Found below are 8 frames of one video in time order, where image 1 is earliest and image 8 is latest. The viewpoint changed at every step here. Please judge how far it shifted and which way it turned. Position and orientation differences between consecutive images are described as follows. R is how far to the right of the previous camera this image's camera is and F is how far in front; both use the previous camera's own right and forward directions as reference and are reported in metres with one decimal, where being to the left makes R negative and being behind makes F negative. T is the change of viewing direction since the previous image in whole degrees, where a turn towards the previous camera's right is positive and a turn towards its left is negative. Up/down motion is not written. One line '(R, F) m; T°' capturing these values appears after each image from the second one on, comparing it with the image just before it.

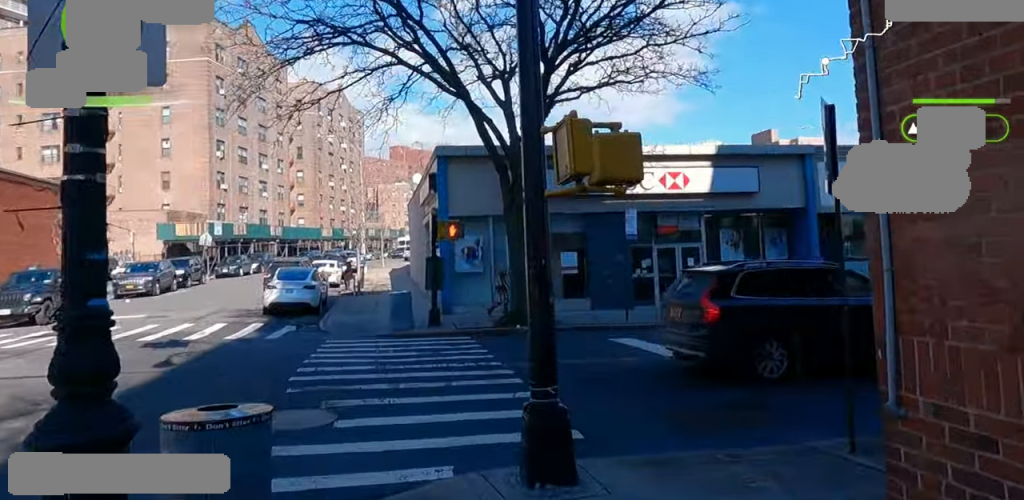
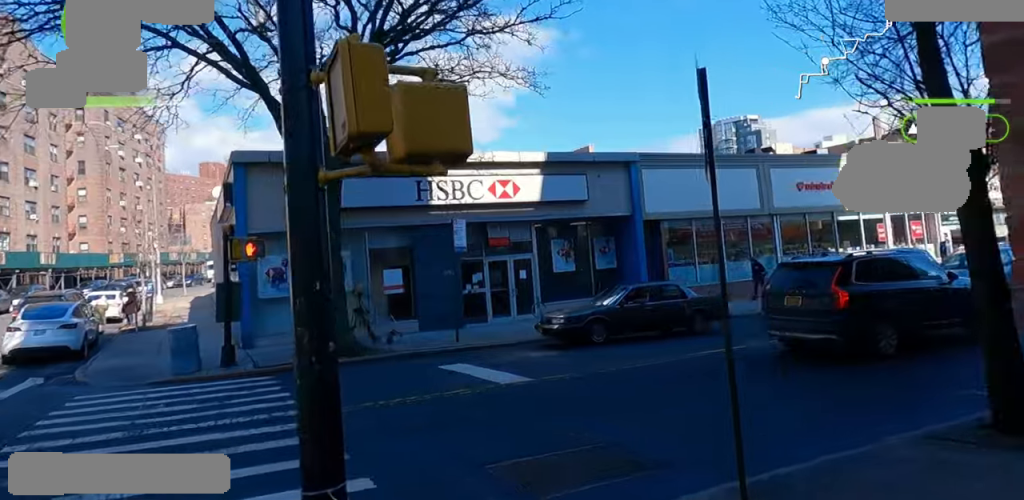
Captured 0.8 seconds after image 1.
(+0.3, +2.7) m; +15°
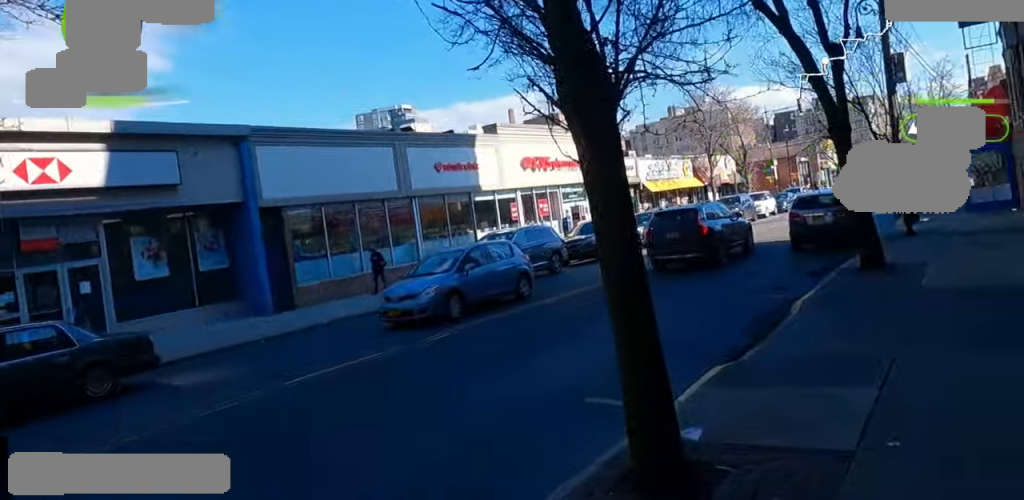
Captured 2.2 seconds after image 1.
(+0.1, +6.2) m; -2°
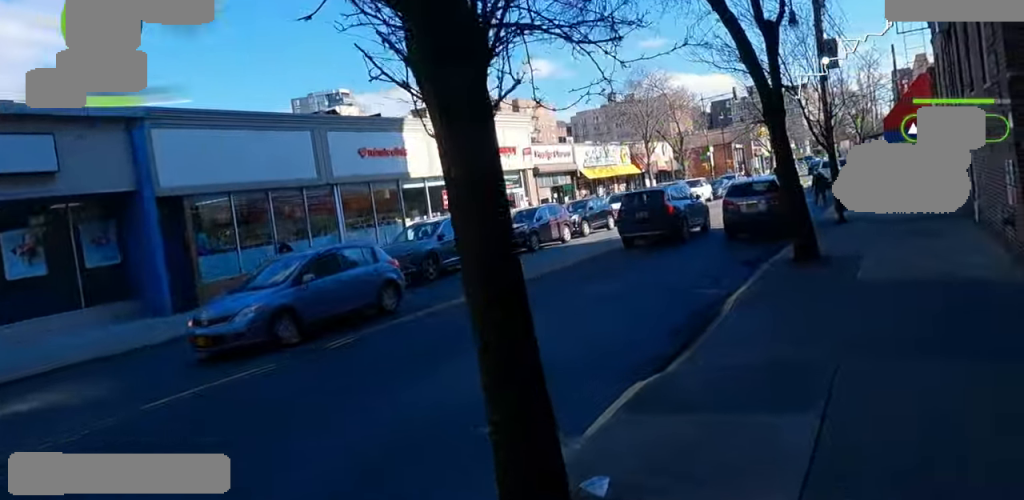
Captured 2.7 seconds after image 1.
(-0.3, +1.9) m; 0°
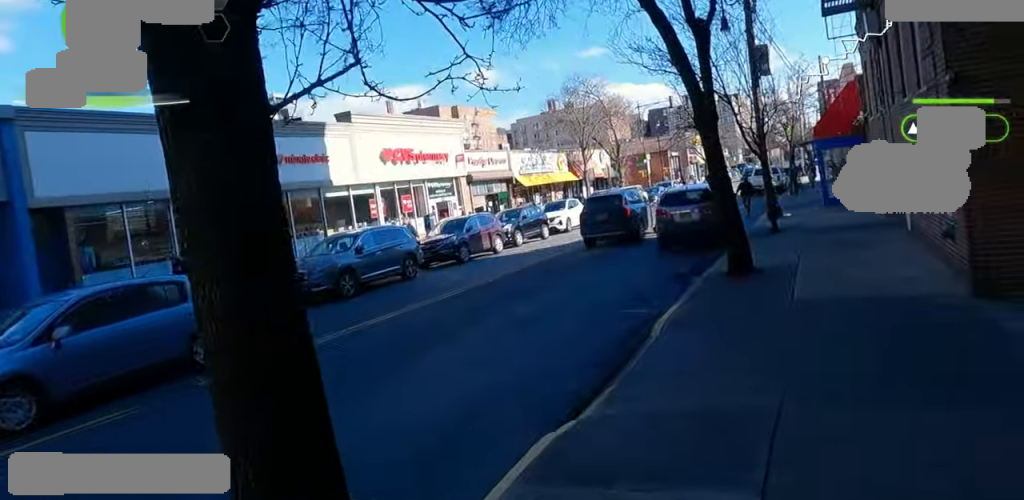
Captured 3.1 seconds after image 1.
(+0.2, +1.8) m; +7°
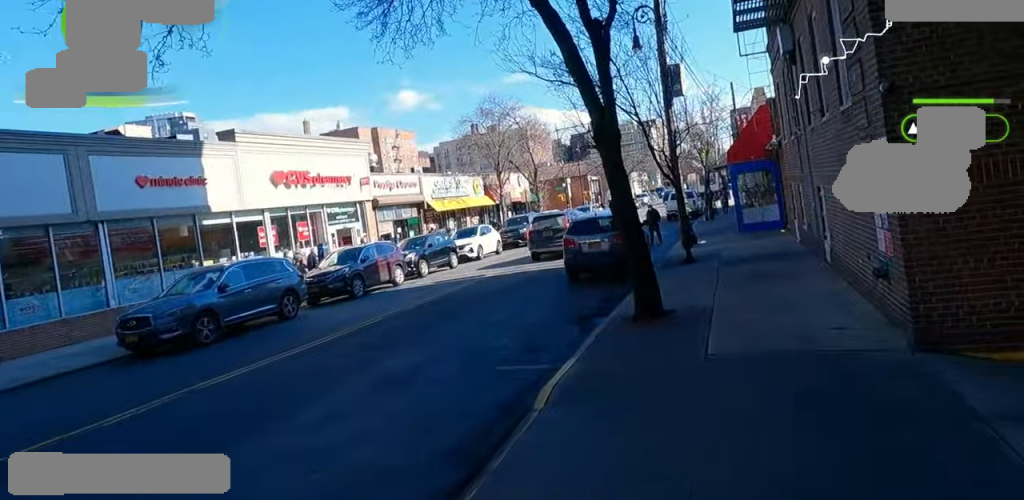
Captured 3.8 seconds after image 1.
(+0.2, +2.9) m; +13°
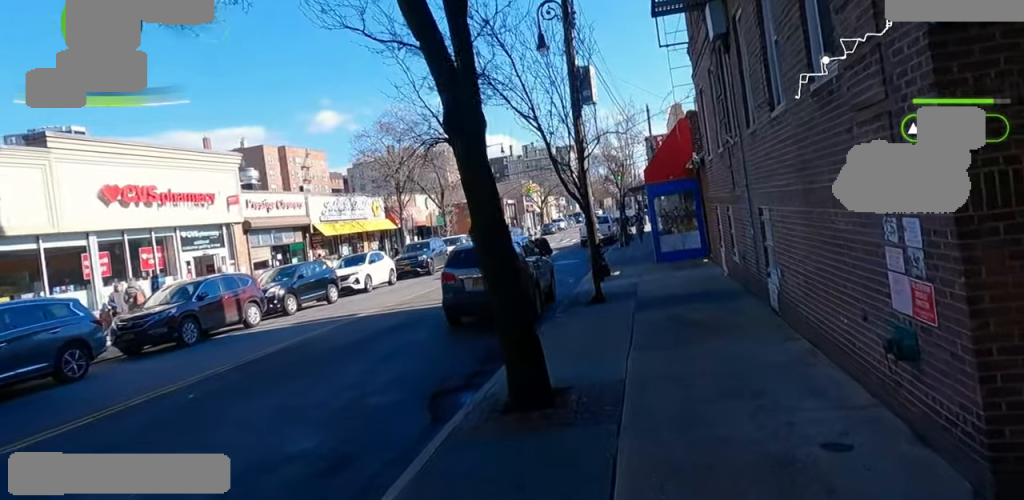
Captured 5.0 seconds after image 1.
(+1.0, +4.0) m; +18°
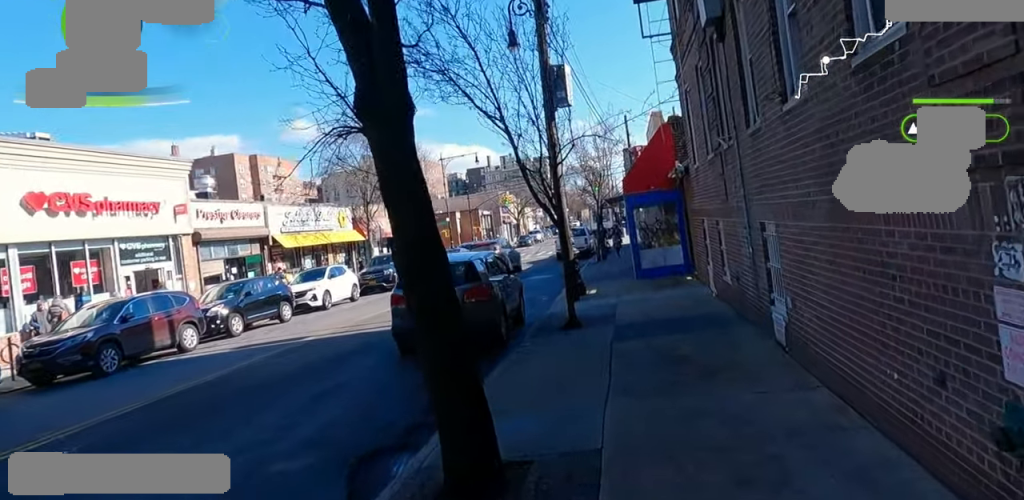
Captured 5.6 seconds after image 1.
(+0.1, +1.8) m; +3°
